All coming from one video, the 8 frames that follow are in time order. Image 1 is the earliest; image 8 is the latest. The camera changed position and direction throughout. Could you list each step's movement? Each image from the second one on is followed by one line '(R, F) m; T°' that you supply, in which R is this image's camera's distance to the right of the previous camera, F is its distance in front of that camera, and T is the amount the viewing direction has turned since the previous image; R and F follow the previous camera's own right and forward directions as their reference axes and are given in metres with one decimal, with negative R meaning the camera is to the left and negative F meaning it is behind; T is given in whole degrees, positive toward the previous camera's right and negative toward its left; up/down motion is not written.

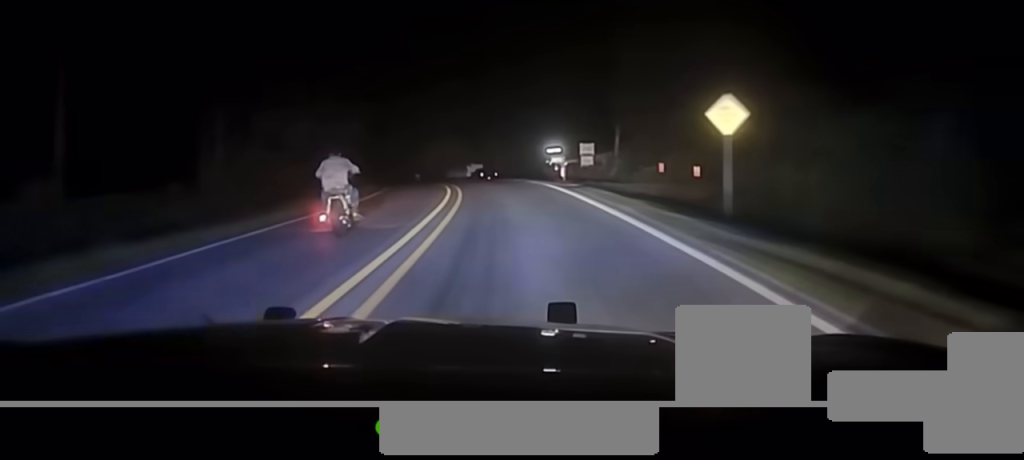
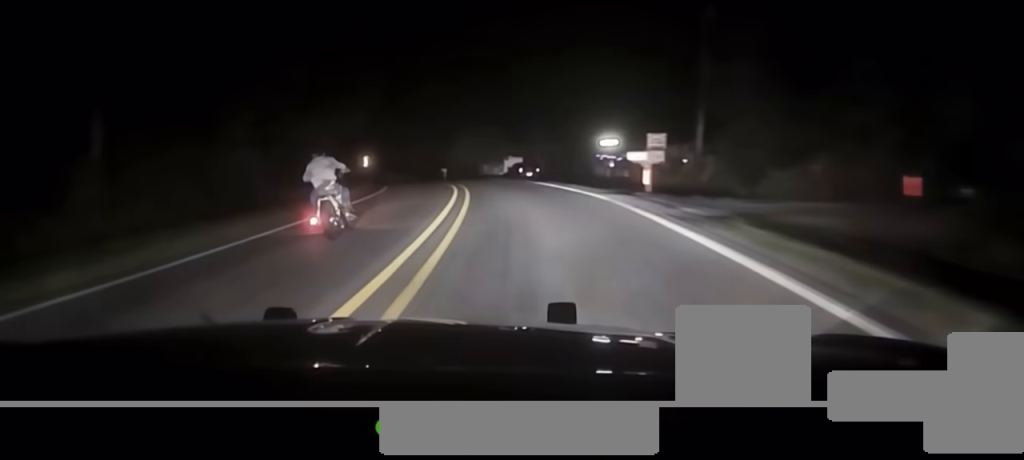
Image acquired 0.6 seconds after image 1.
(-0.4, +17.0) m; -3°
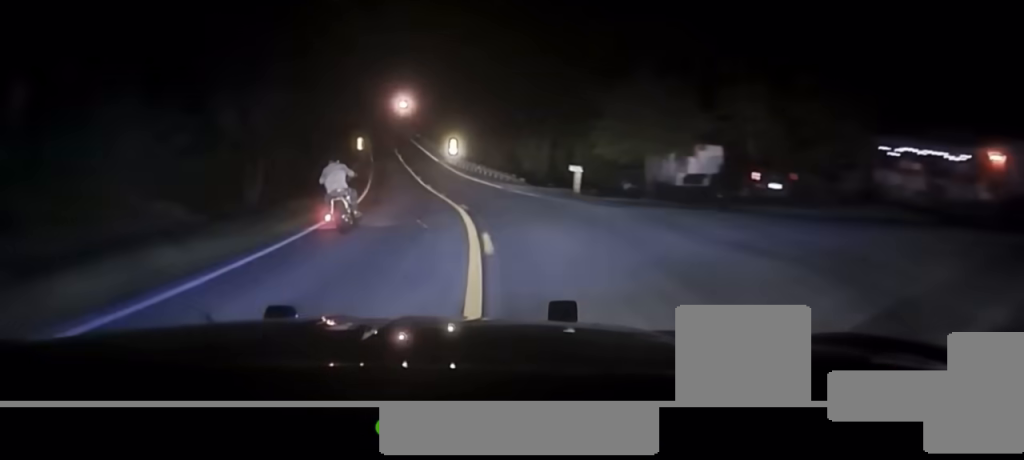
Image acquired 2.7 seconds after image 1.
(-4.2, +49.4) m; -10°
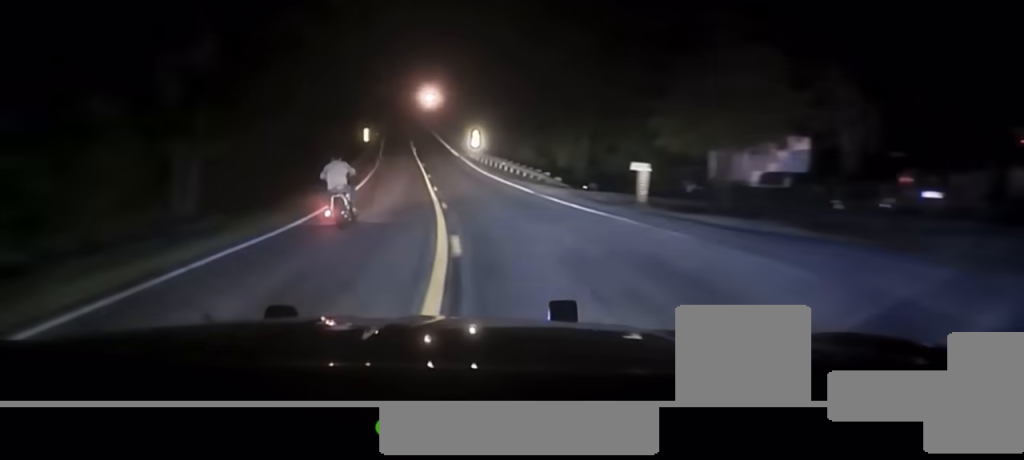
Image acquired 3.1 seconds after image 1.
(-0.1, +10.7) m; -2°
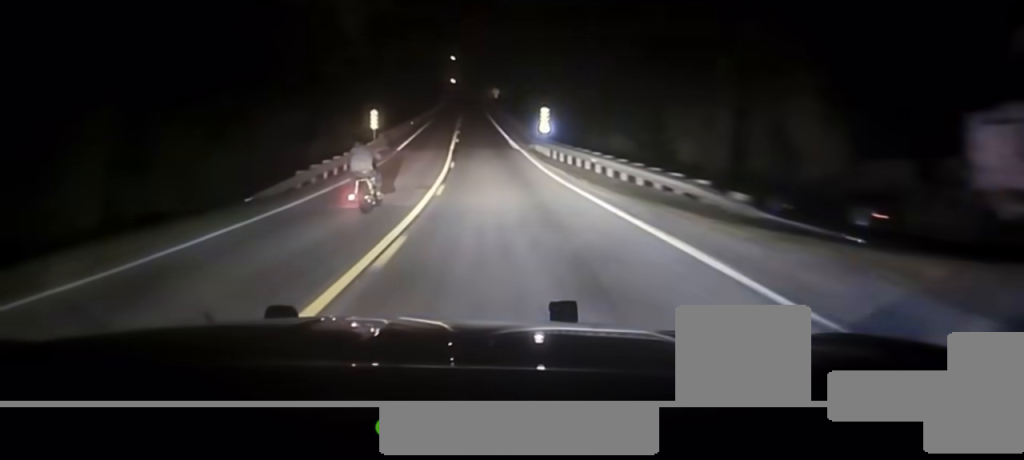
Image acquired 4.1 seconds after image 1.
(-0.7, +23.2) m; -3°
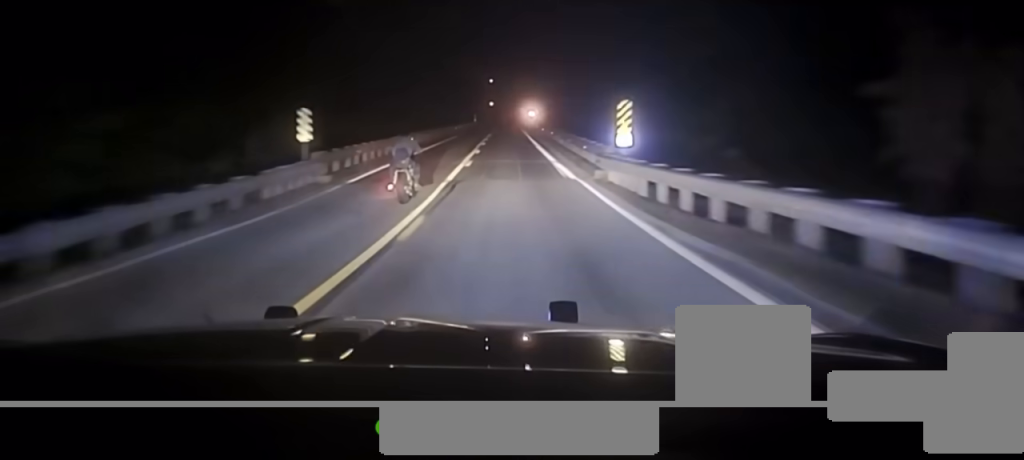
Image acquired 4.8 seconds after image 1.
(-0.5, +21.3) m; -2°
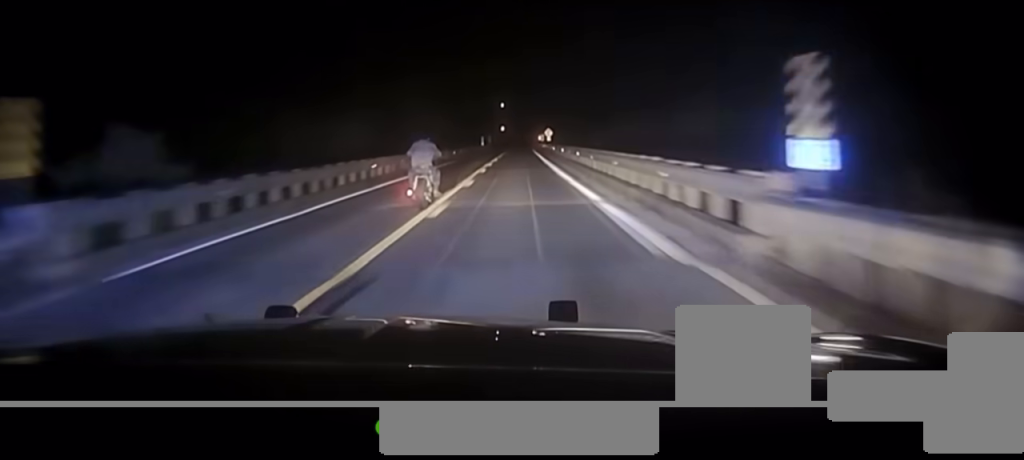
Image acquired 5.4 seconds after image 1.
(-0.1, +16.1) m; -1°
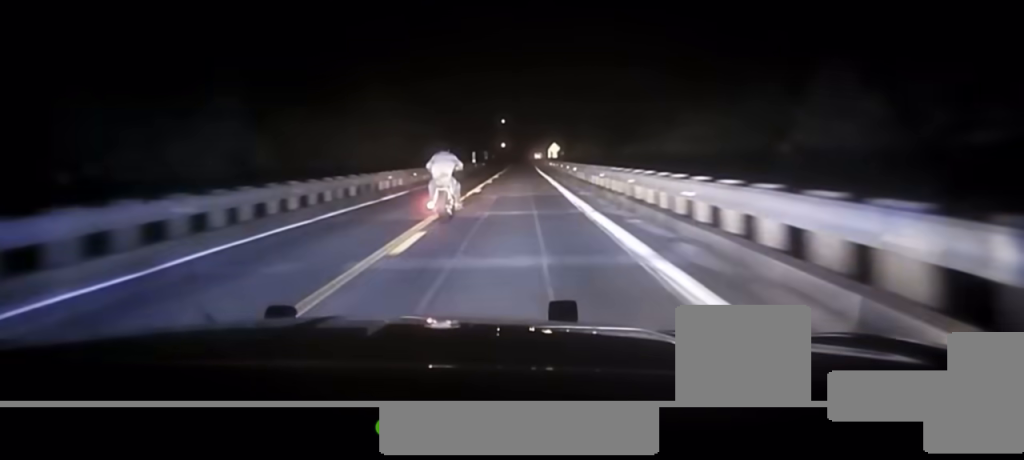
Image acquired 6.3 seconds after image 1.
(-0.3, +31.9) m; -1°
